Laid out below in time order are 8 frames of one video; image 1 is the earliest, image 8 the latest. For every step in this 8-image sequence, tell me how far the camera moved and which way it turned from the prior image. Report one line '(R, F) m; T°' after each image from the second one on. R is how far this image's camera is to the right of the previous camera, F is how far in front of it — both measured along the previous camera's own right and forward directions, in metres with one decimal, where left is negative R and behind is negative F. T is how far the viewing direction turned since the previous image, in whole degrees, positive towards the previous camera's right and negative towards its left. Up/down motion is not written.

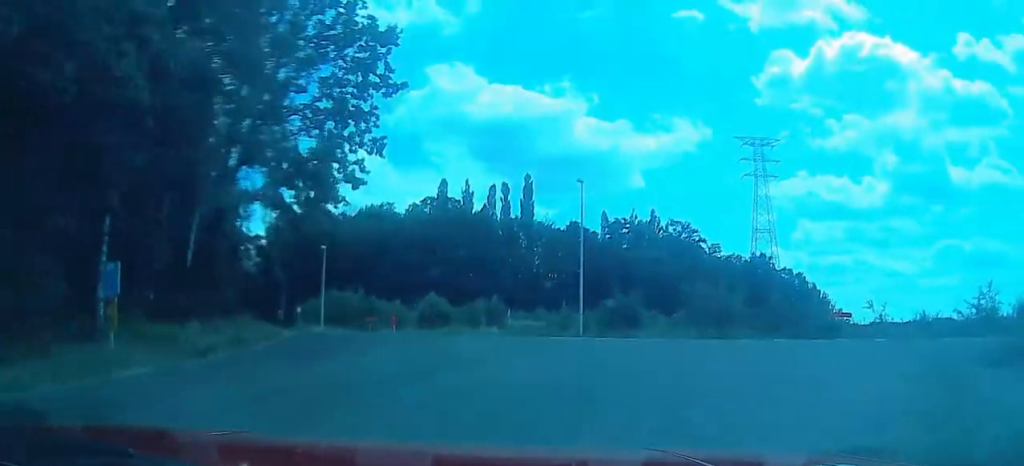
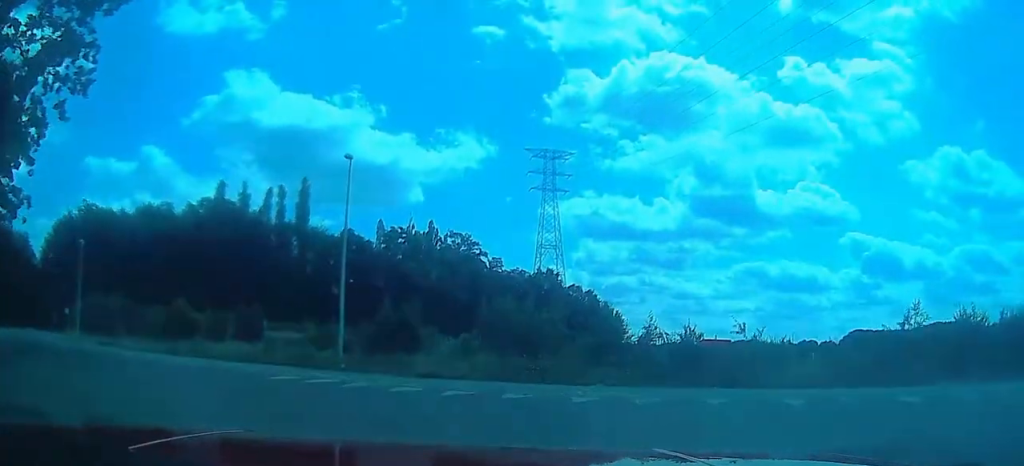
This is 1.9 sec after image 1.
(+3.0, +9.5) m; +25°
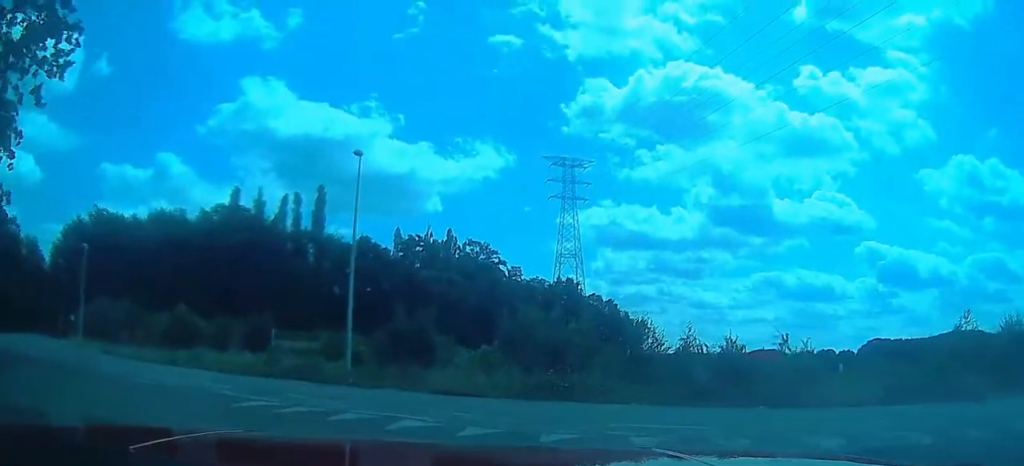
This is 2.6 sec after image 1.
(0.0, +2.9) m; -9°
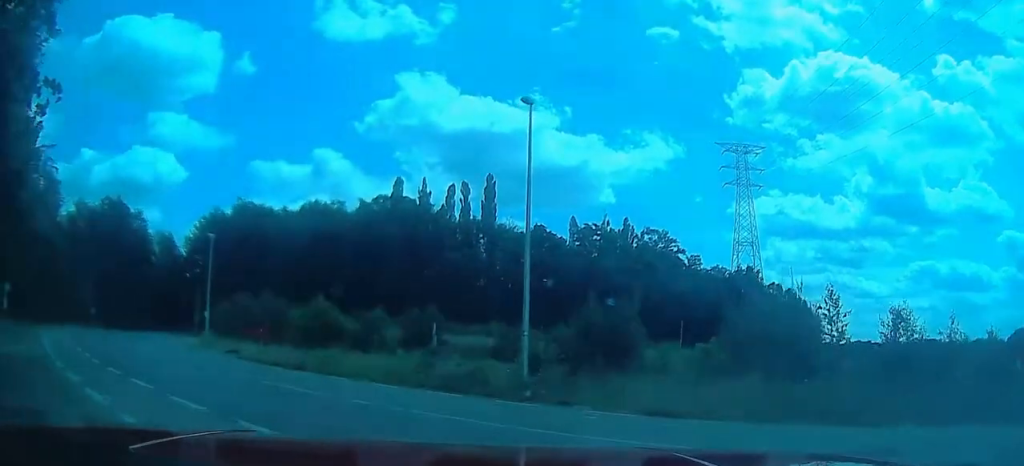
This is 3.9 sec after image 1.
(-1.2, +5.1) m; -17°
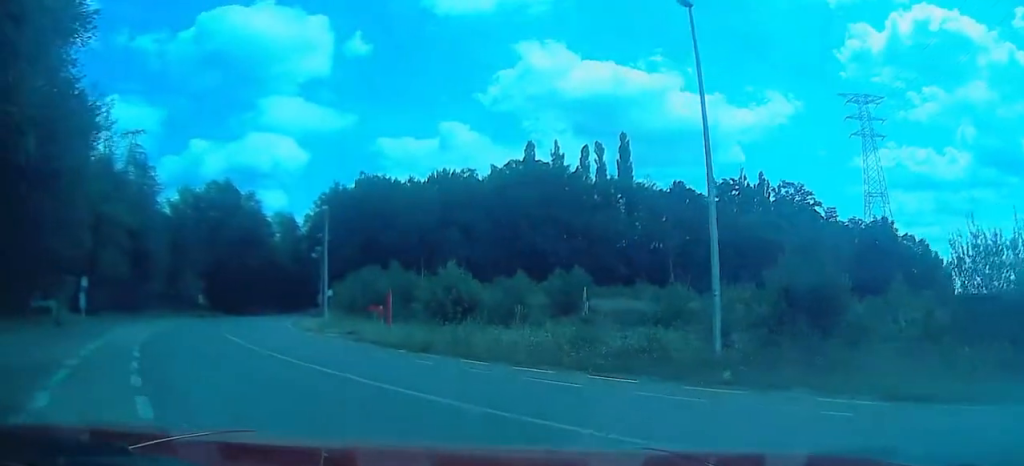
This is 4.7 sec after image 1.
(0.0, +3.3) m; 0°
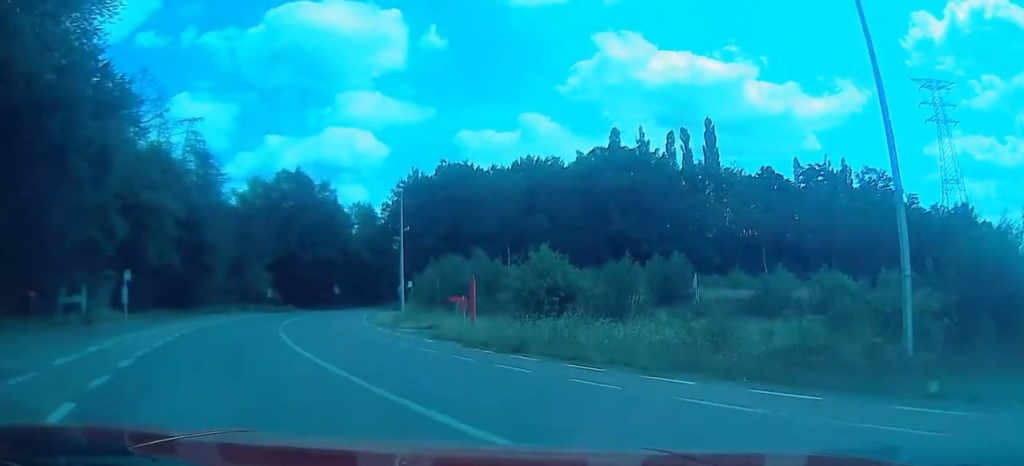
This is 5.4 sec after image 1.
(0.0, +3.4) m; 0°
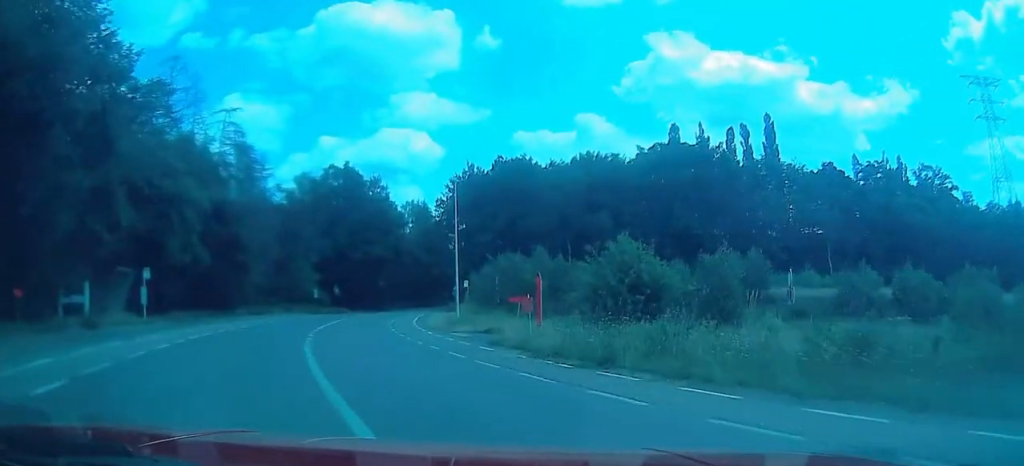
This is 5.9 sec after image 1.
(0.0, +3.2) m; -1°
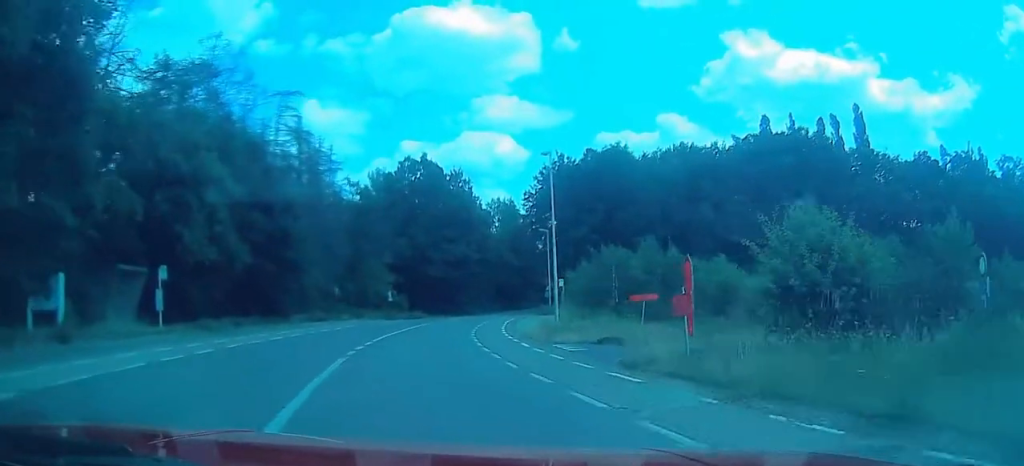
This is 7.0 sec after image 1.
(-0.2, +6.7) m; -6°
